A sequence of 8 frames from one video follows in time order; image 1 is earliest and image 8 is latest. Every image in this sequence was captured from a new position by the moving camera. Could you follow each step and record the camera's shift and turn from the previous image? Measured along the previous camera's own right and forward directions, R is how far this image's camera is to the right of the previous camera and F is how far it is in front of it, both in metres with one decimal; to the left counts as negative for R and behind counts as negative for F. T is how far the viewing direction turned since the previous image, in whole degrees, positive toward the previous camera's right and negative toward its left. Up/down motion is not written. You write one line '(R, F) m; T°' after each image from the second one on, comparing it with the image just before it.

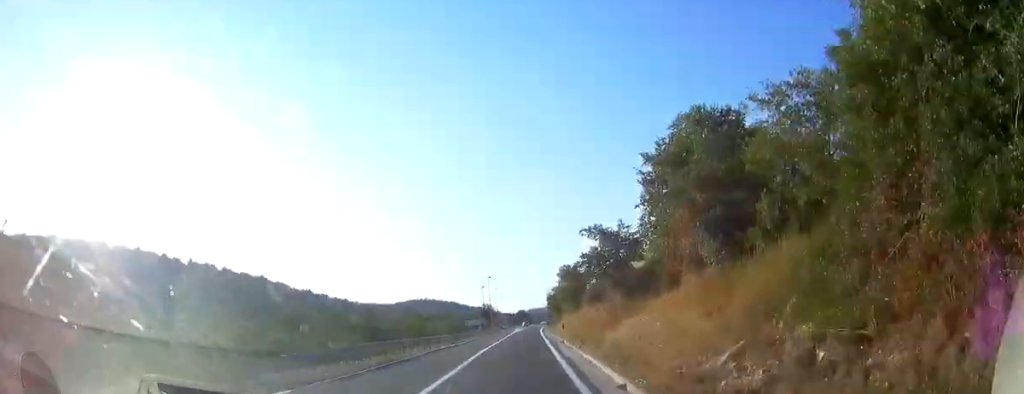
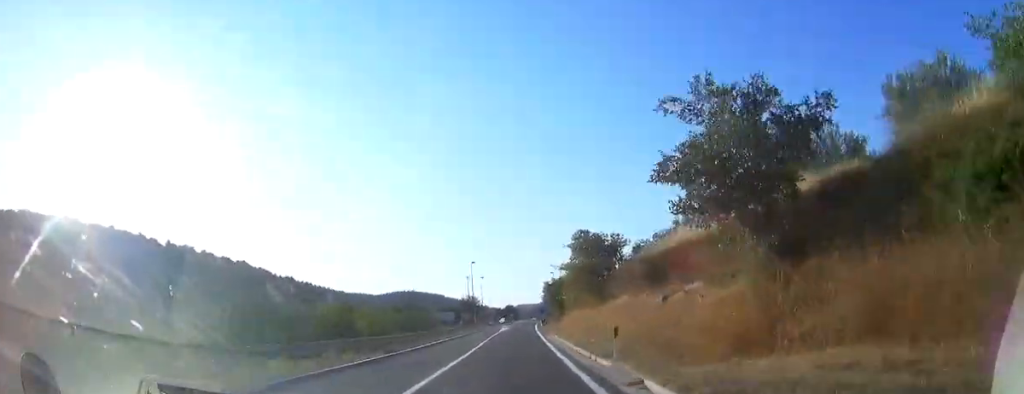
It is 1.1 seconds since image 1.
(+0.3, +20.2) m; +1°
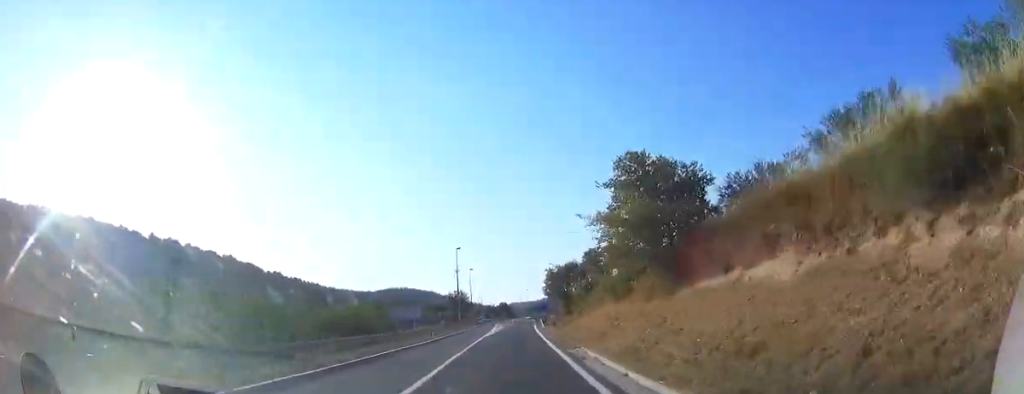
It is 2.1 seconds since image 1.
(+0.1, +16.5) m; +1°
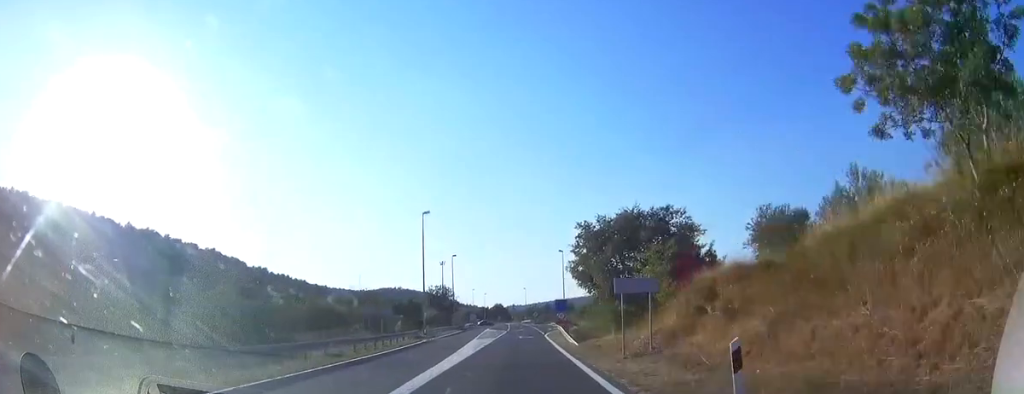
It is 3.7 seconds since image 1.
(+0.4, +29.1) m; +1°
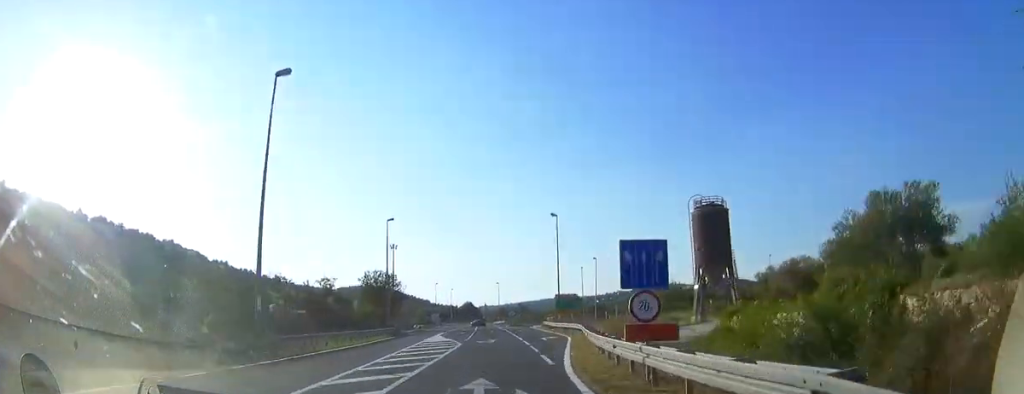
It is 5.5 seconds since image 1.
(+0.2, +30.2) m; +2°
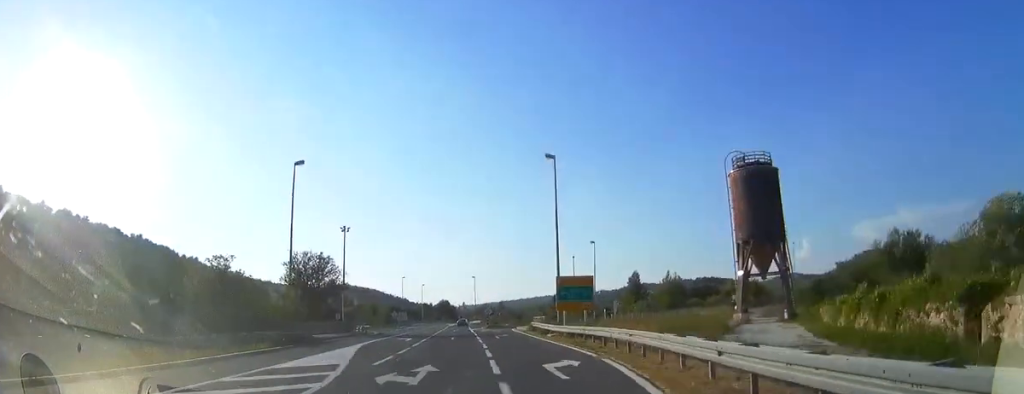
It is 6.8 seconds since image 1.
(+0.5, +20.3) m; +1°
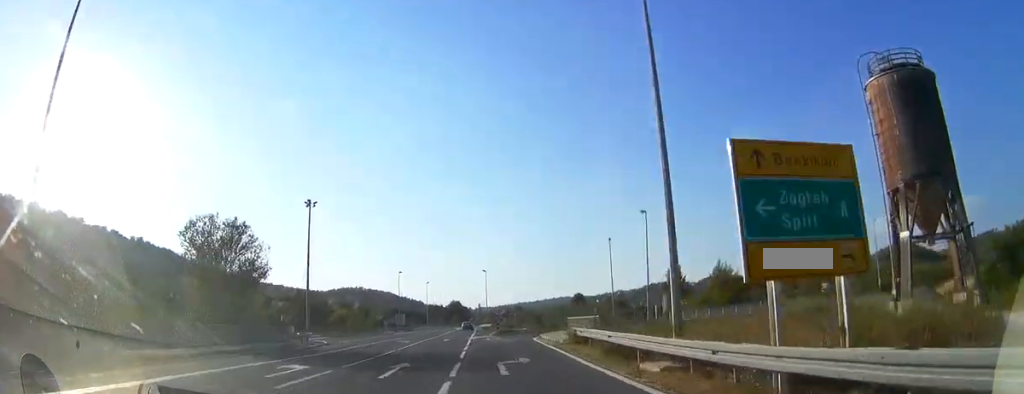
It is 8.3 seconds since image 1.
(+0.3, +23.9) m; +1°
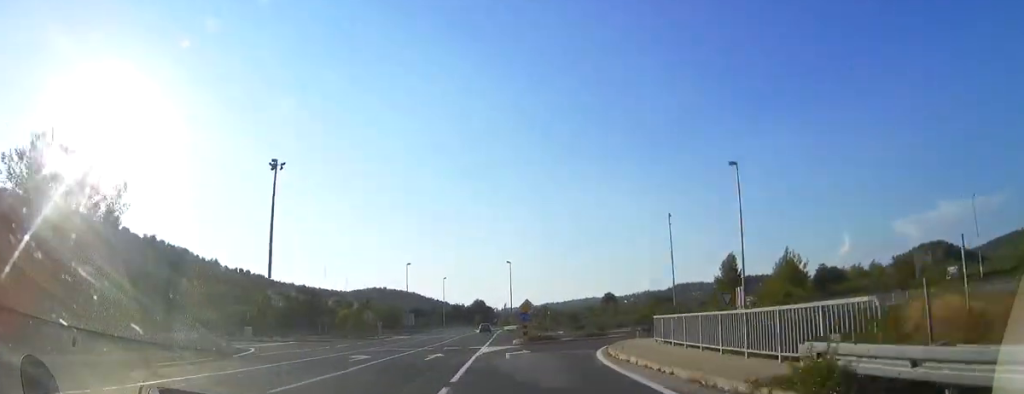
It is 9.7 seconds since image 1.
(+0.1, +21.1) m; +1°
